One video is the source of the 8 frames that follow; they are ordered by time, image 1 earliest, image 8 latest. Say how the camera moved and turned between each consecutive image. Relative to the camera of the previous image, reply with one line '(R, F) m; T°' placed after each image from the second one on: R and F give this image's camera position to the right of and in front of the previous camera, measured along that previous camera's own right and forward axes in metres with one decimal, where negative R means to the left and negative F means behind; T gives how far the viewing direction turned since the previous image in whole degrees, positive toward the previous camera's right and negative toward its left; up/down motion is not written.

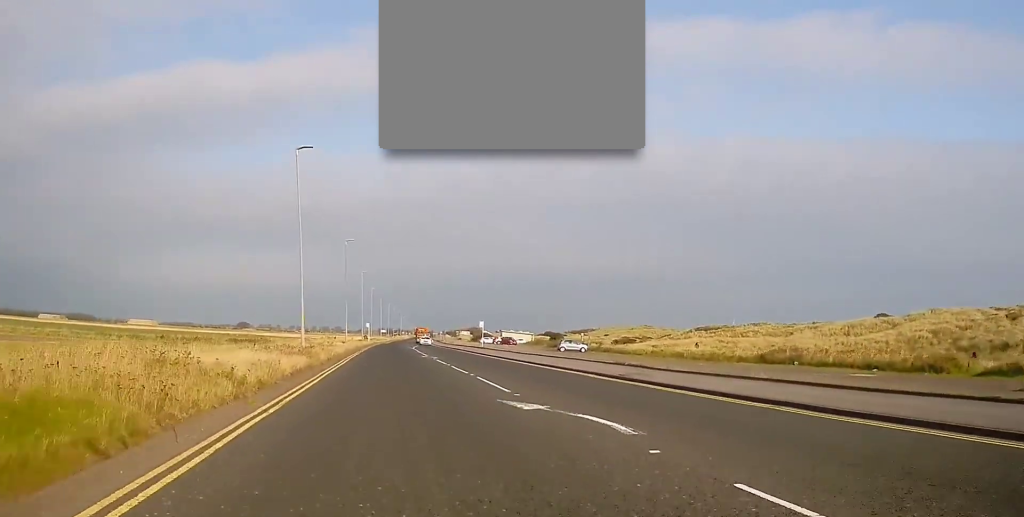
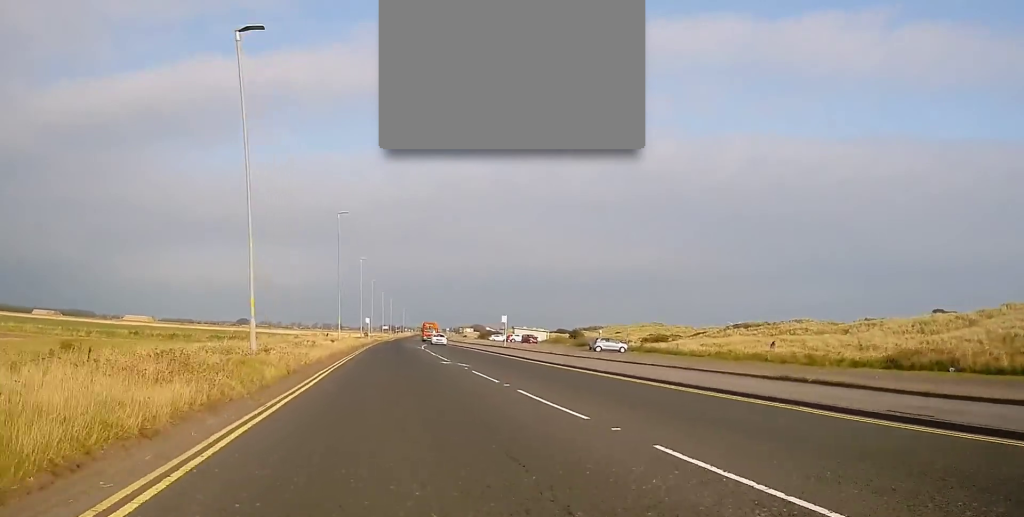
(-0.4, +15.5) m; 0°
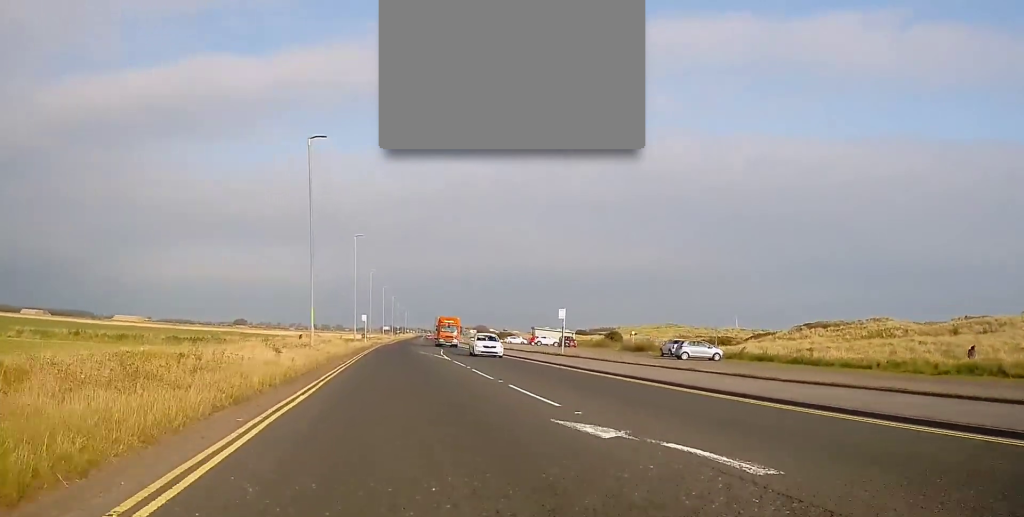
(+0.4, +23.8) m; 0°
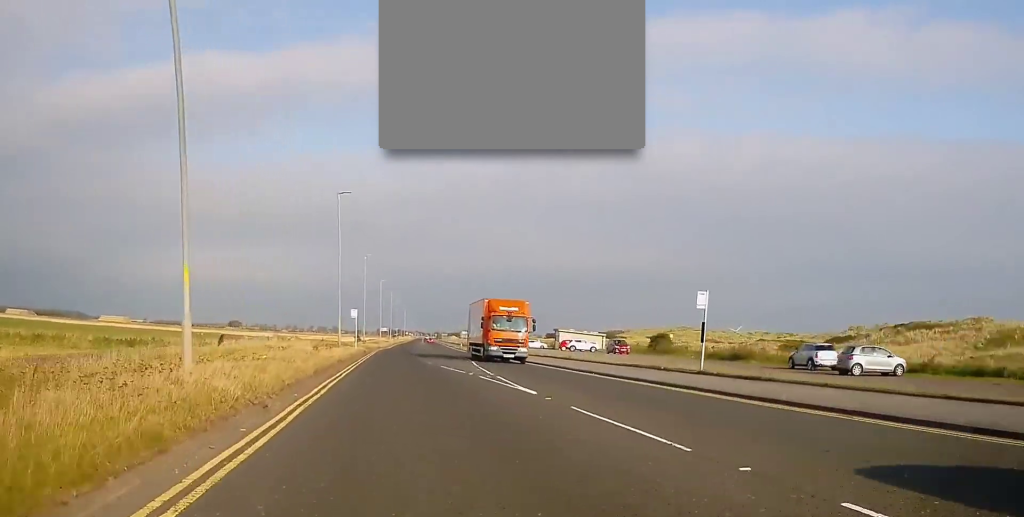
(-0.5, +23.6) m; 0°
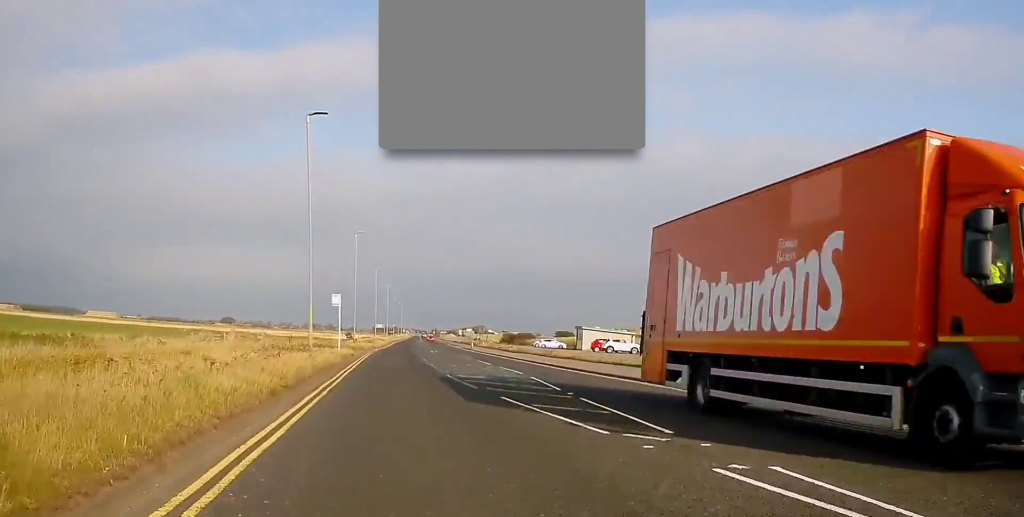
(+0.3, +18.1) m; +1°
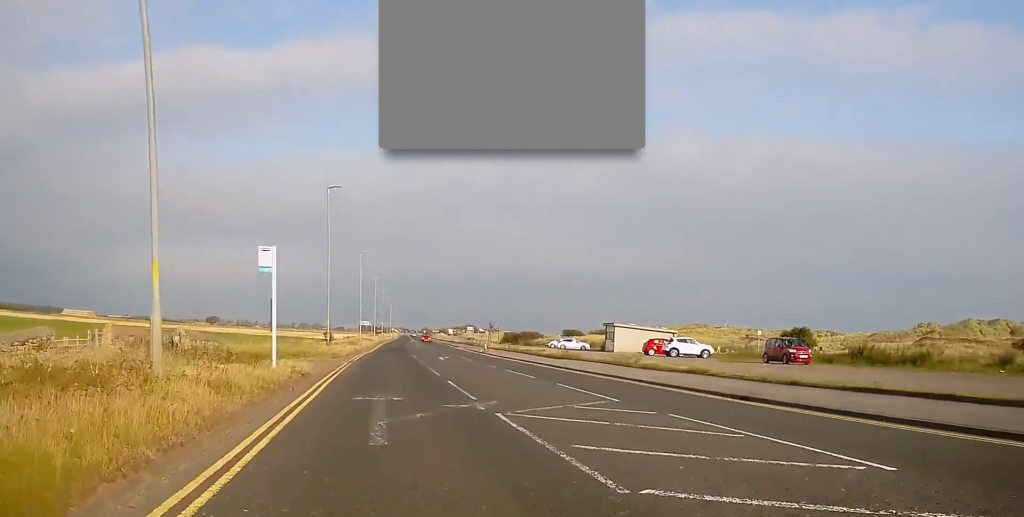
(+0.2, +21.7) m; 0°
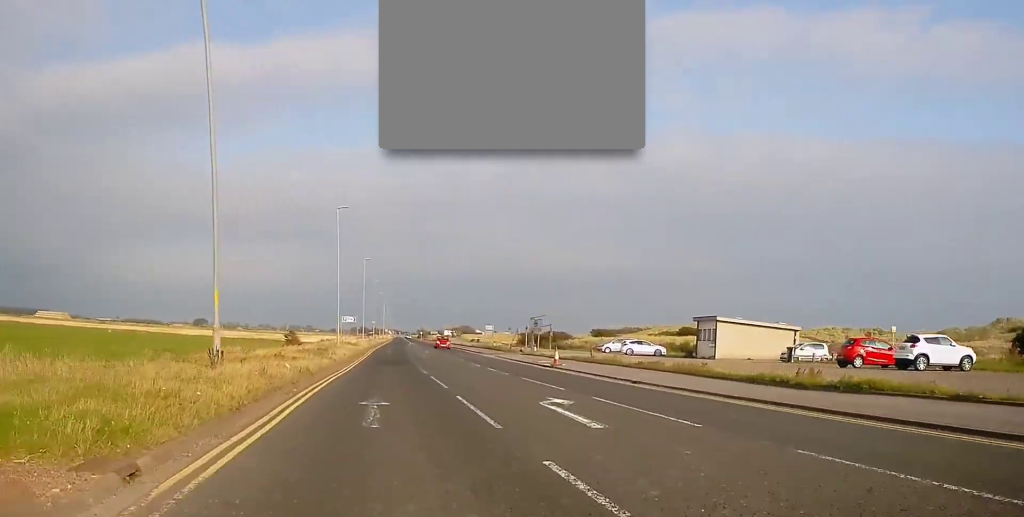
(0.0, +31.1) m; 0°
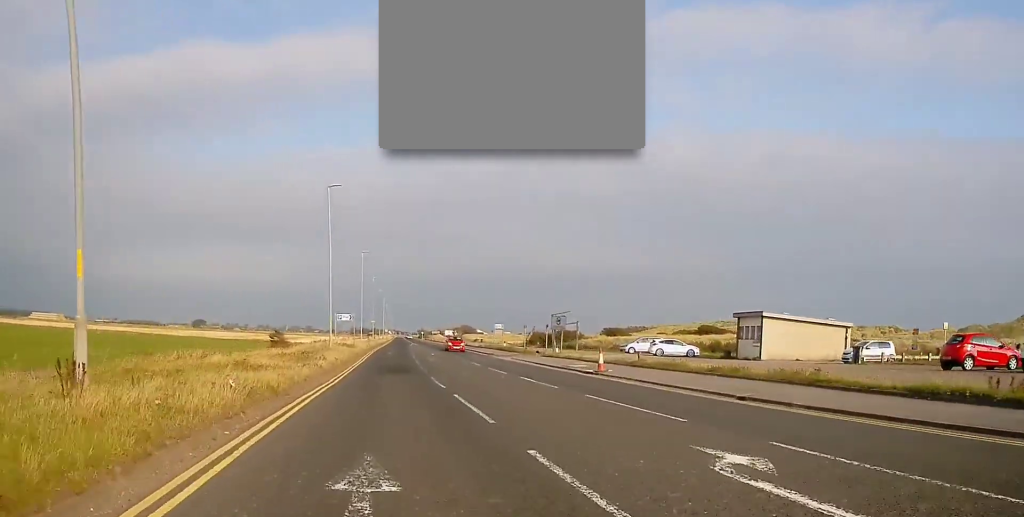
(0.0, +8.3) m; 0°
